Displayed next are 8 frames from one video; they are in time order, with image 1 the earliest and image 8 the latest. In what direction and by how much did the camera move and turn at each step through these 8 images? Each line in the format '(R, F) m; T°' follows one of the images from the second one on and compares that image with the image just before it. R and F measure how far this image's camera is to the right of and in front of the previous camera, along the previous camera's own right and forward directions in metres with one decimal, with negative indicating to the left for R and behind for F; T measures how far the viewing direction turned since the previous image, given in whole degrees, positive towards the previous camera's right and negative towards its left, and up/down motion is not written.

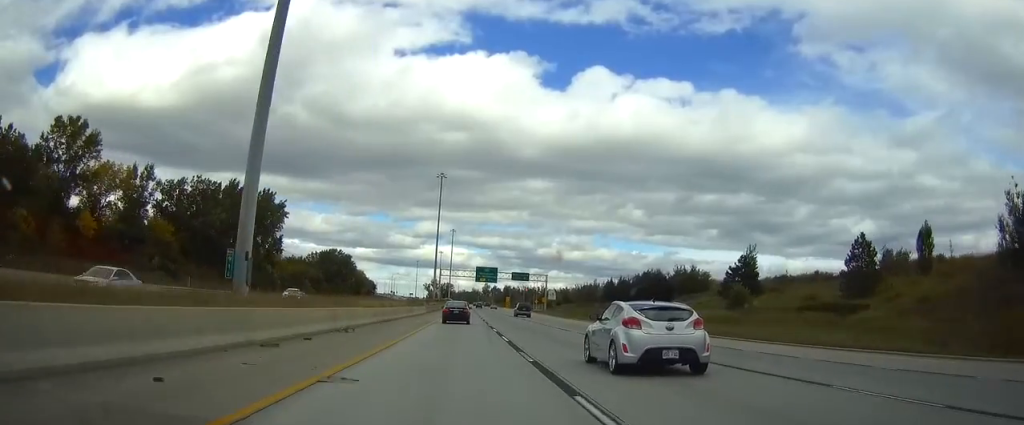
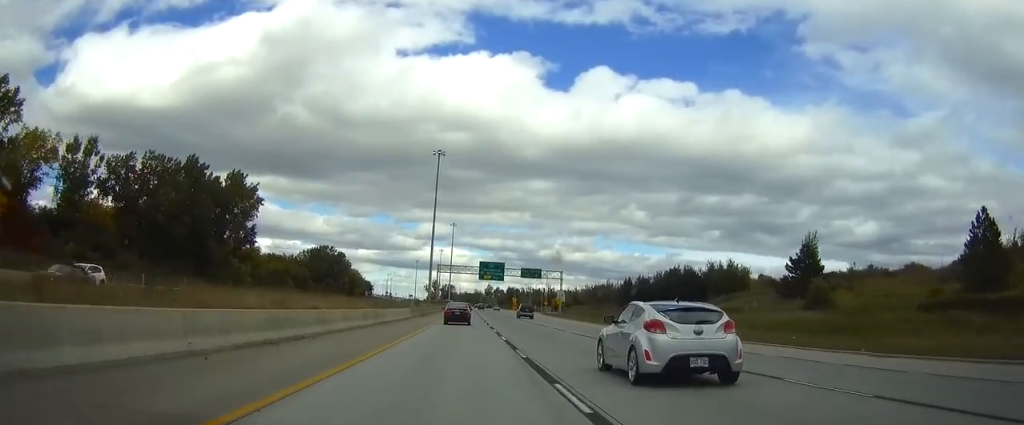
(0.0, +25.1) m; 0°
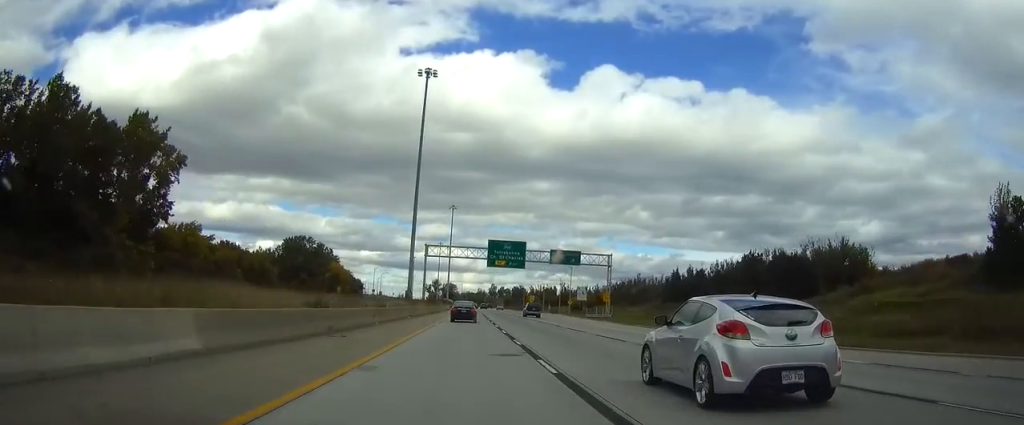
(-0.2, +49.1) m; 0°
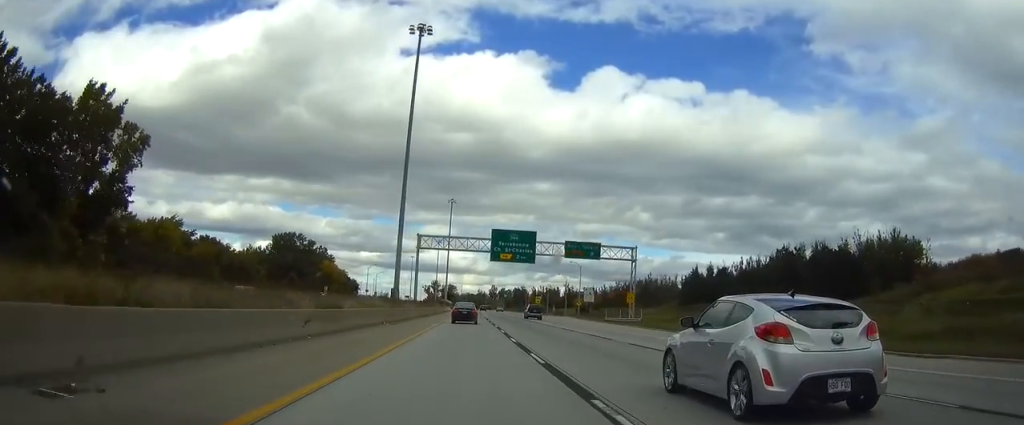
(0.0, +15.3) m; 0°
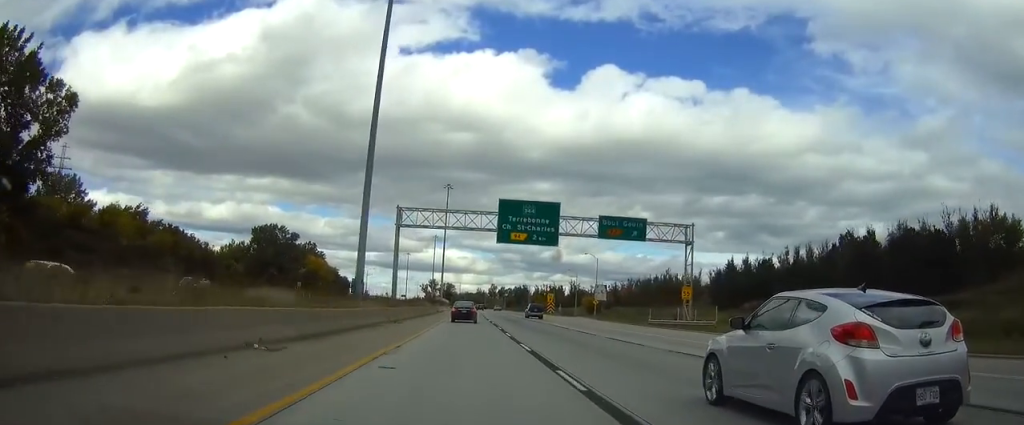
(0.0, +22.9) m; 0°
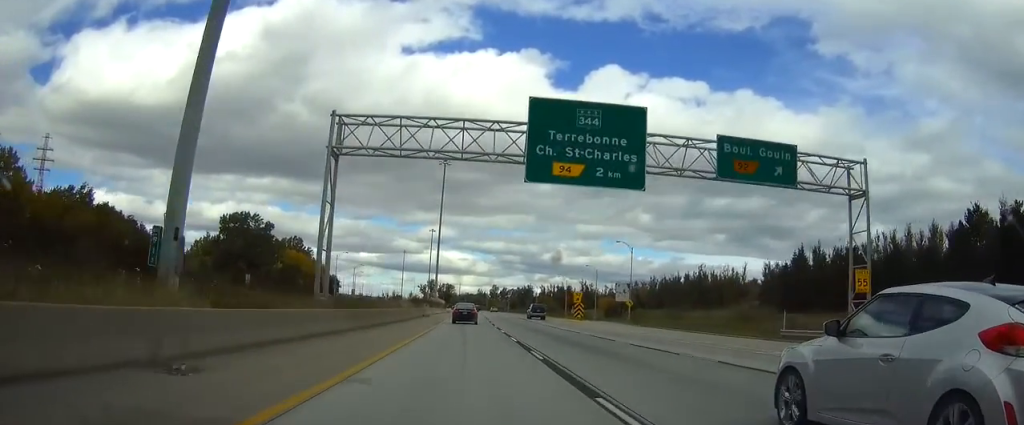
(0.0, +30.6) m; 0°
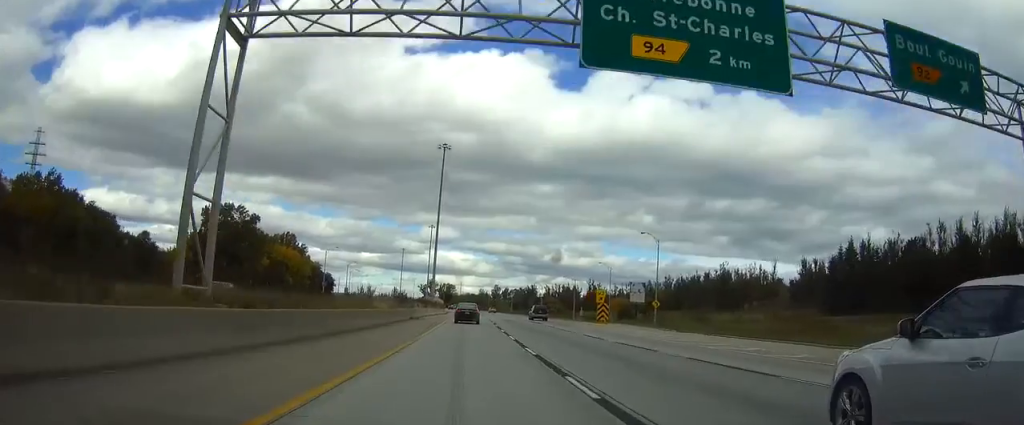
(0.0, +15.3) m; 0°
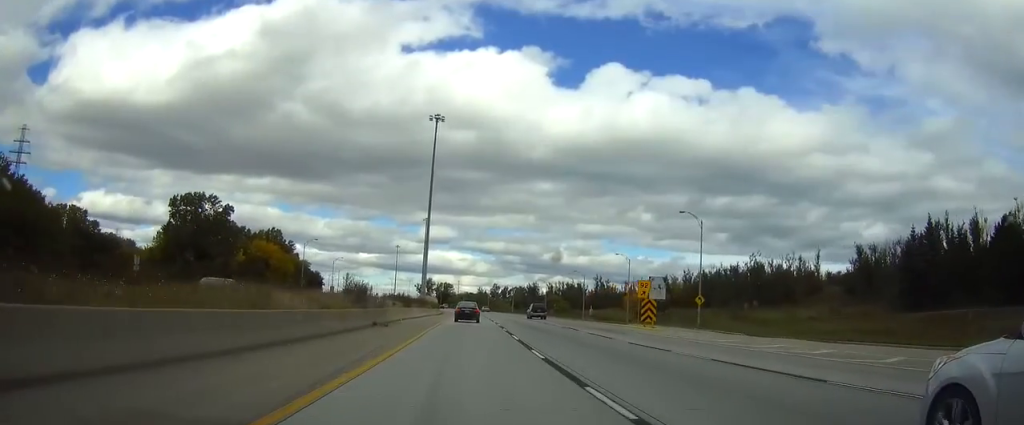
(0.0, +19.7) m; 0°
